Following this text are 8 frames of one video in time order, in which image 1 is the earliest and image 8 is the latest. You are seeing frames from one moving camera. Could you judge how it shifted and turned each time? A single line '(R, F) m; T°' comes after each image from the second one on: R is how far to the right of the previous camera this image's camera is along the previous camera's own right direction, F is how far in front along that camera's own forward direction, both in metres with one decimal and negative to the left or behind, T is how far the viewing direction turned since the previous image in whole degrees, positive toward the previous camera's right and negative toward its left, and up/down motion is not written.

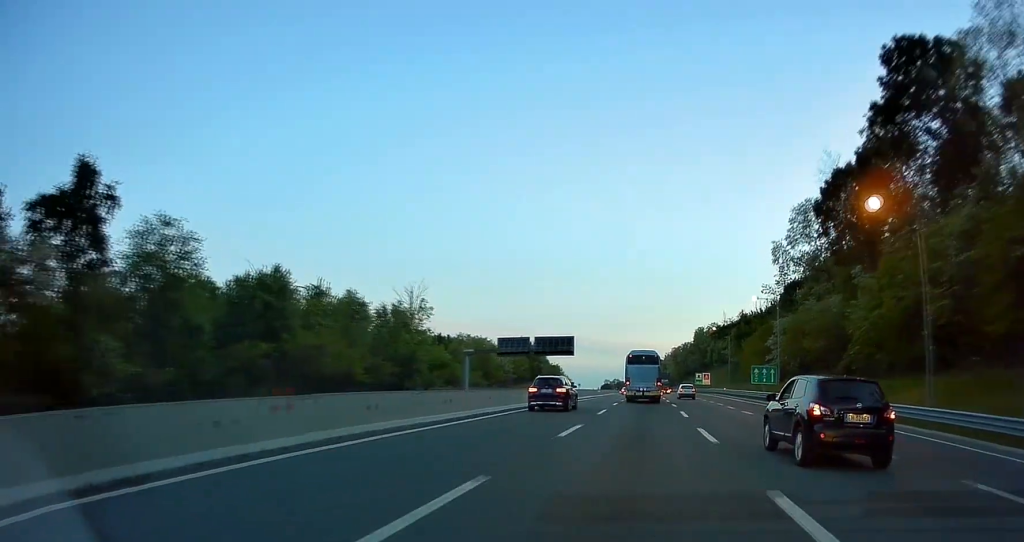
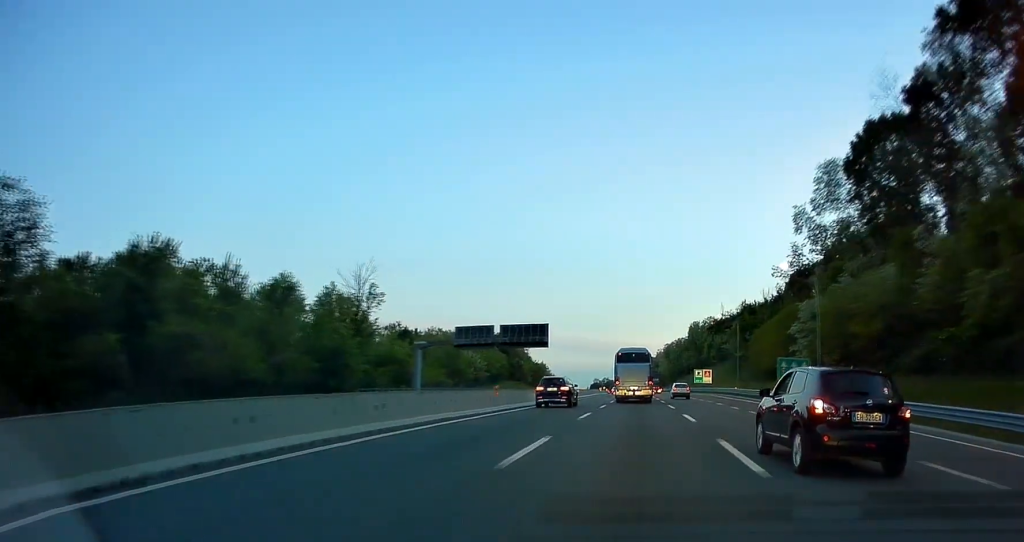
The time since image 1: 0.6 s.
(0.0, +17.7) m; 0°
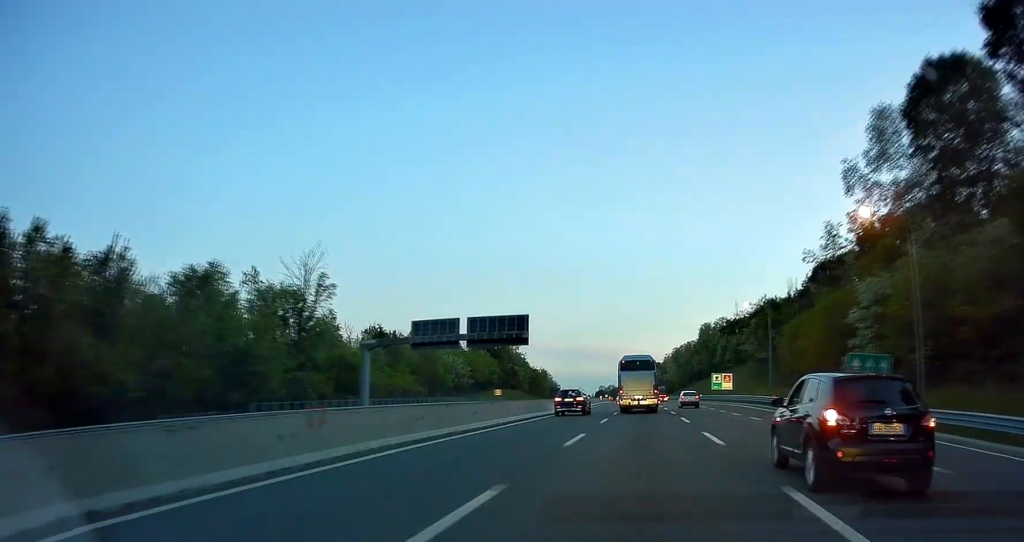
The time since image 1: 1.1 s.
(0.0, +17.6) m; 0°
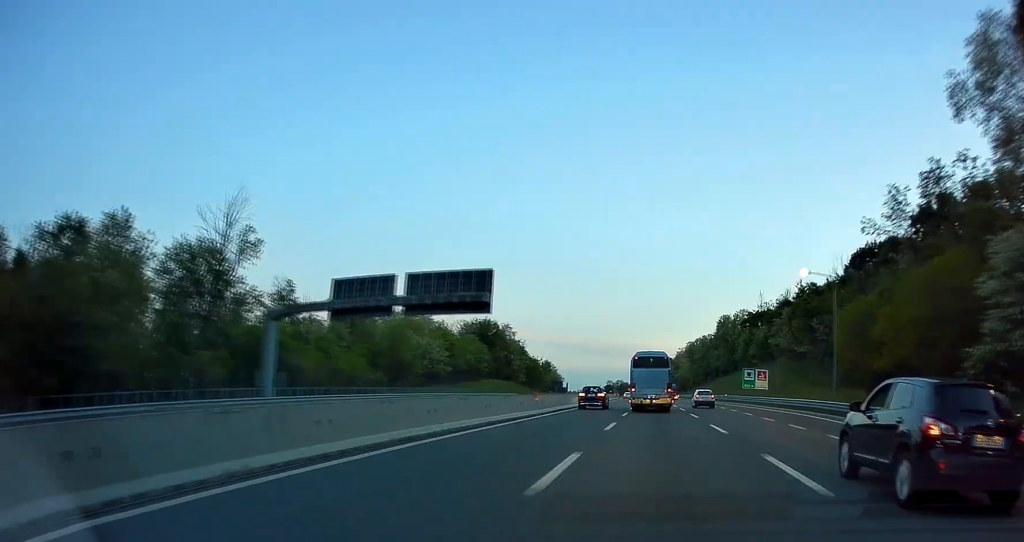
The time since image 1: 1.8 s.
(0.0, +19.6) m; 0°
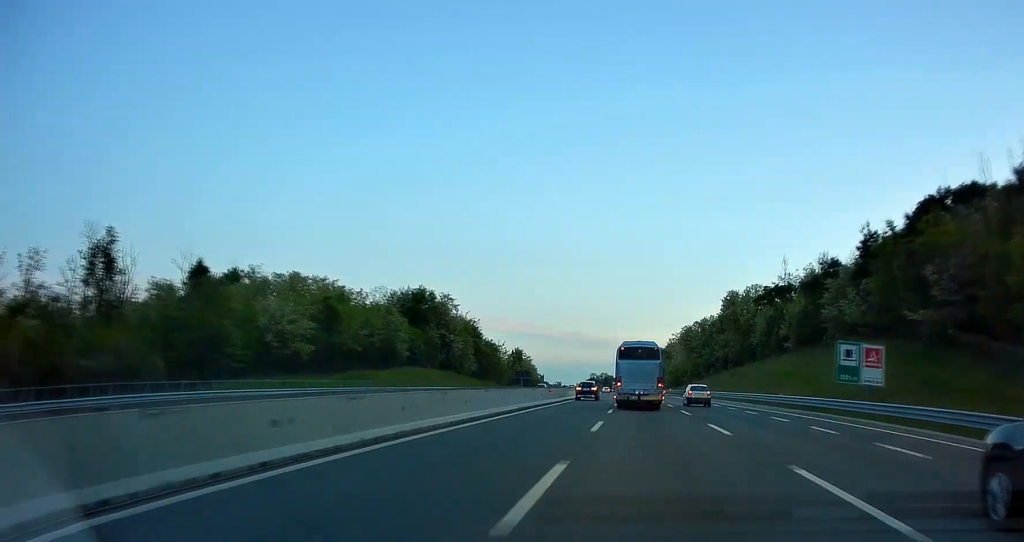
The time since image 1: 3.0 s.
(+0.3, +37.8) m; +1°
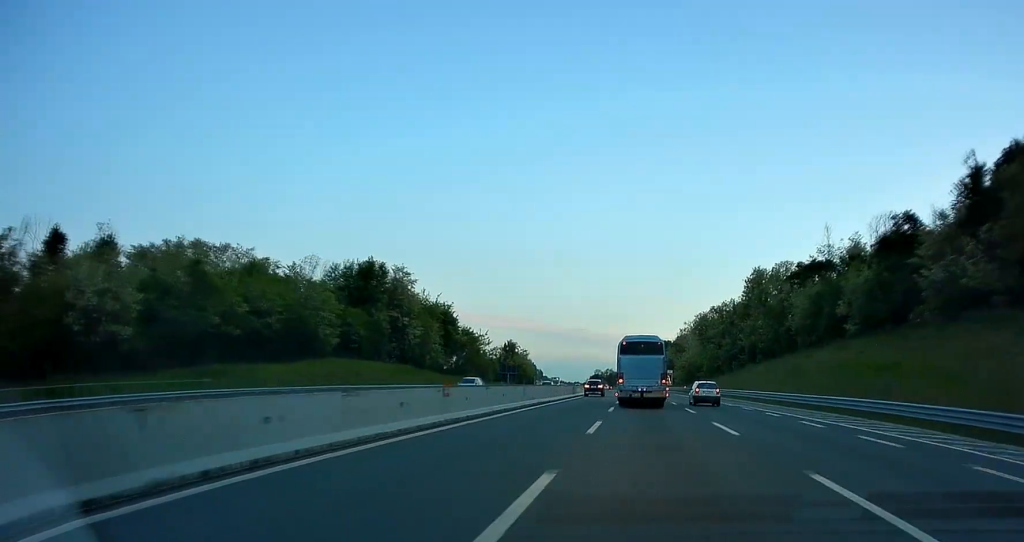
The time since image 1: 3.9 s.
(0.0, +25.0) m; 0°
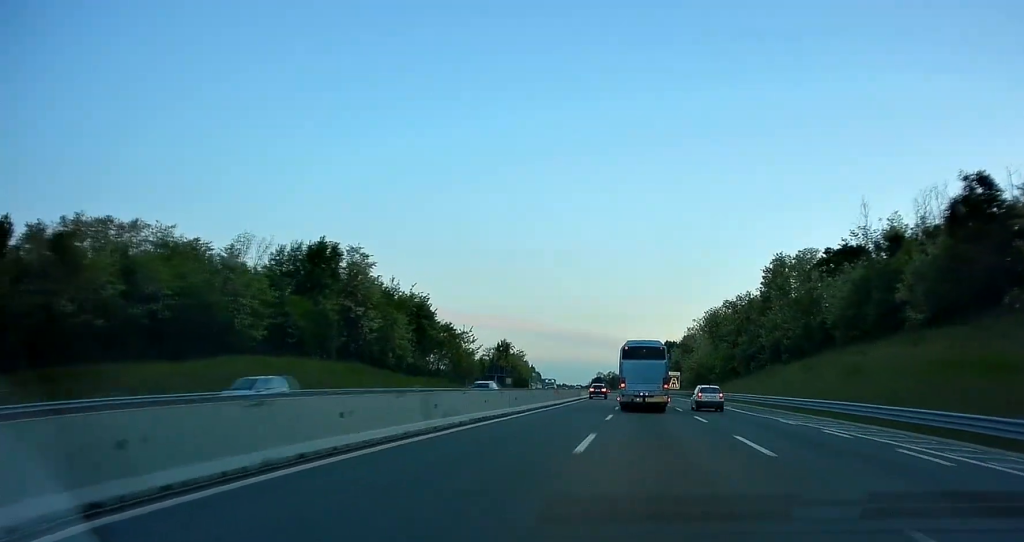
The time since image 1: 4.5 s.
(+0.1, +16.9) m; -1°
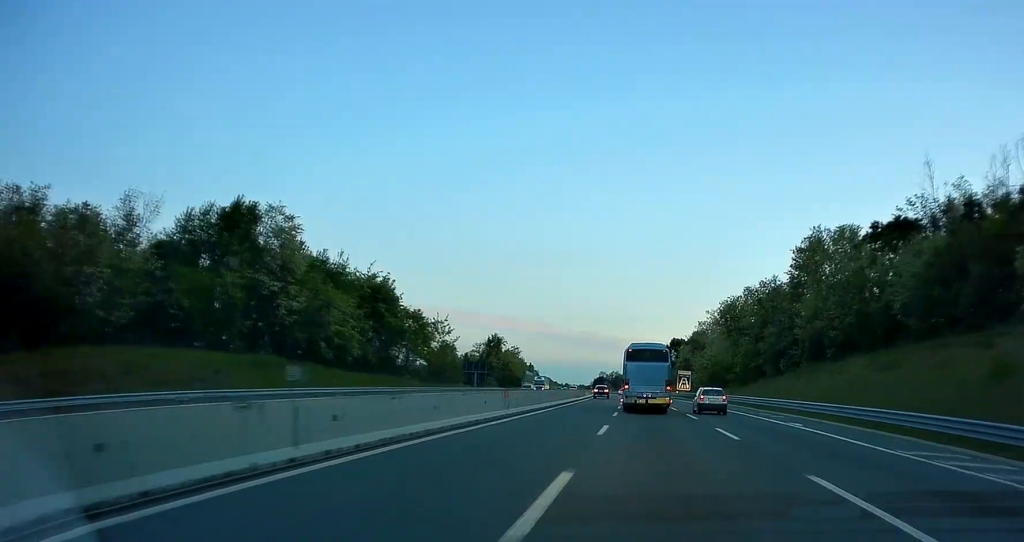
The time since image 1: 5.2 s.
(-0.2, +19.6) m; 0°
